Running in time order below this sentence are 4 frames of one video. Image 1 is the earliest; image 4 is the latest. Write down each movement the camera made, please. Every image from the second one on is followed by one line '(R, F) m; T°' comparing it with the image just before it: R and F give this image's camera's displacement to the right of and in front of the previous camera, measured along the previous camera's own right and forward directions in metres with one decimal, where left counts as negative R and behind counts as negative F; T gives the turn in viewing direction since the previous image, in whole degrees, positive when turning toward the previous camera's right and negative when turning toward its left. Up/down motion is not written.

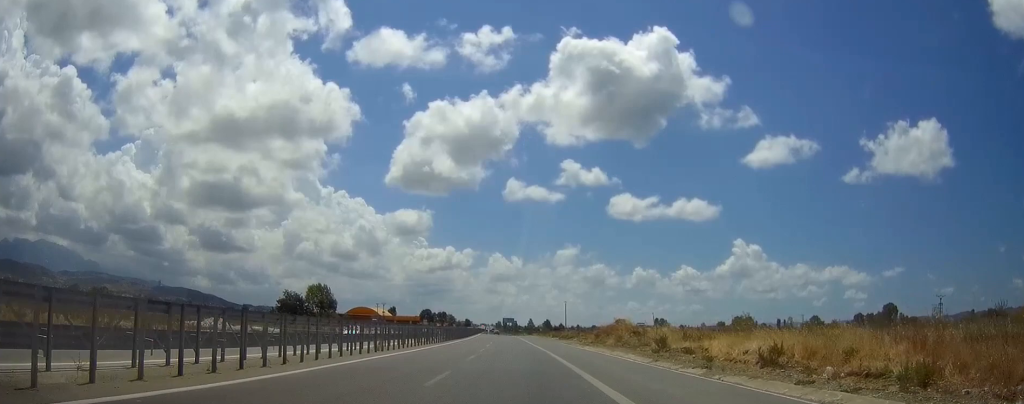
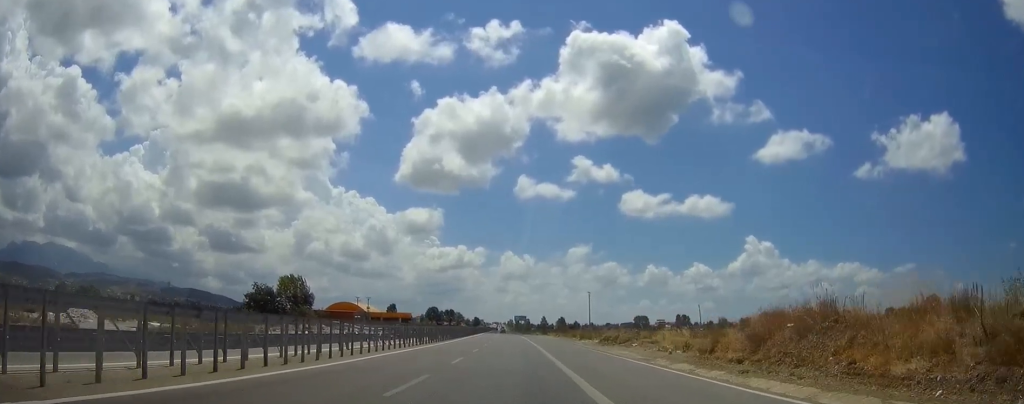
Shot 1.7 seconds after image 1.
(-0.3, +40.4) m; -1°
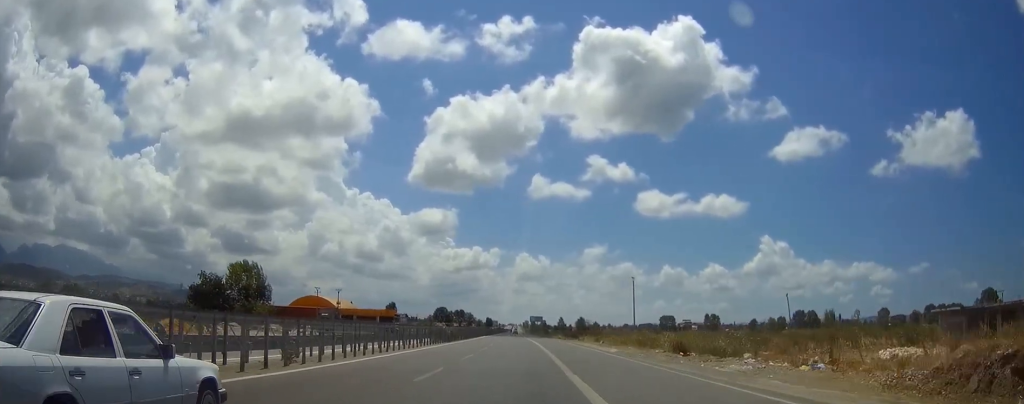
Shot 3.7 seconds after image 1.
(-0.4, +45.2) m; -1°
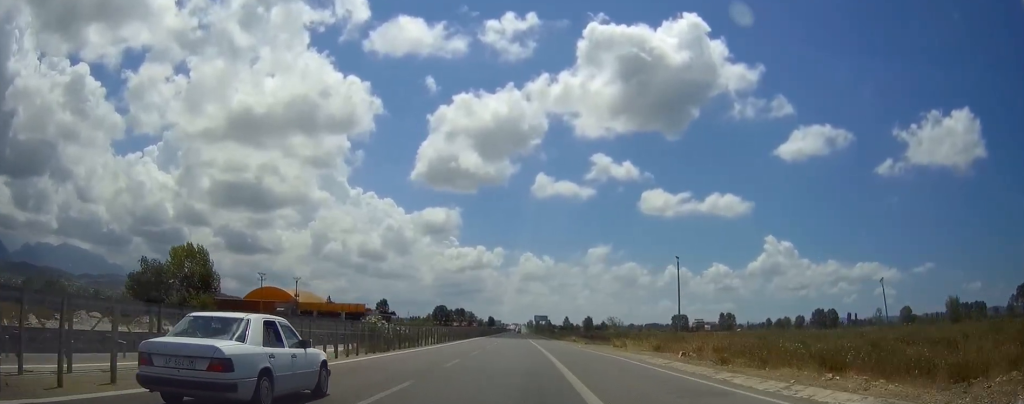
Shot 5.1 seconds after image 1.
(-0.2, +29.8) m; -1°
